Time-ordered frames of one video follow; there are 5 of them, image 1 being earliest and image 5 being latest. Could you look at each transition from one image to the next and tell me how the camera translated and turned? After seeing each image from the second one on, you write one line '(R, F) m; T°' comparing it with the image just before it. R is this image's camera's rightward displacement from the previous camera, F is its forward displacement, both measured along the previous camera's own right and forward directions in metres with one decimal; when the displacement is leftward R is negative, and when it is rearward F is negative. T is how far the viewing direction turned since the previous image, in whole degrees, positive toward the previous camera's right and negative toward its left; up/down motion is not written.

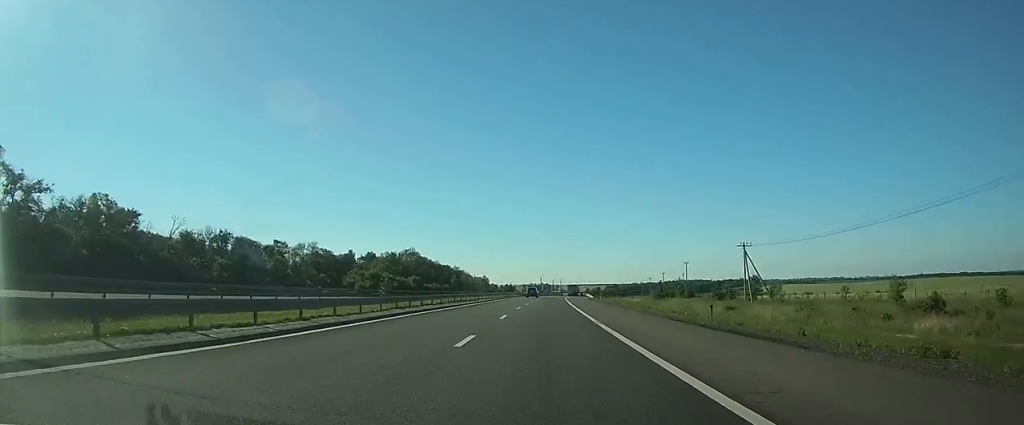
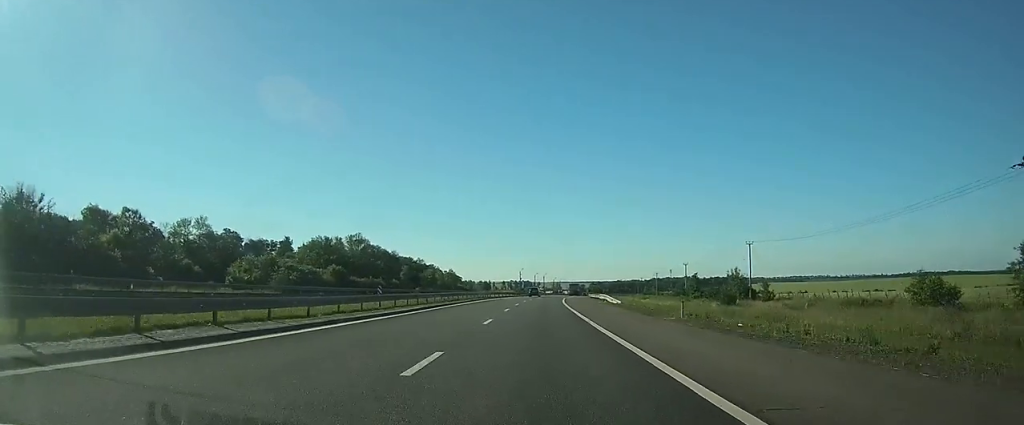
(+0.8, +52.2) m; +1°
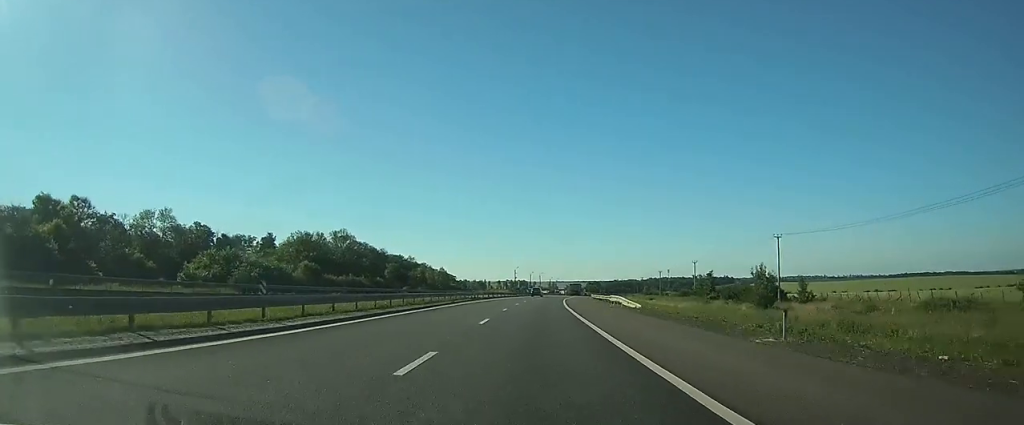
(0.0, +11.9) m; 0°
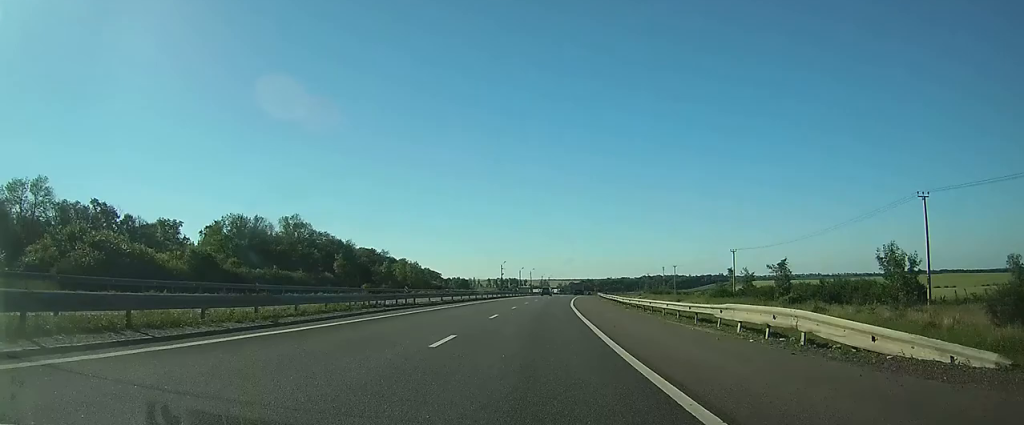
(+0.1, +32.1) m; +1°
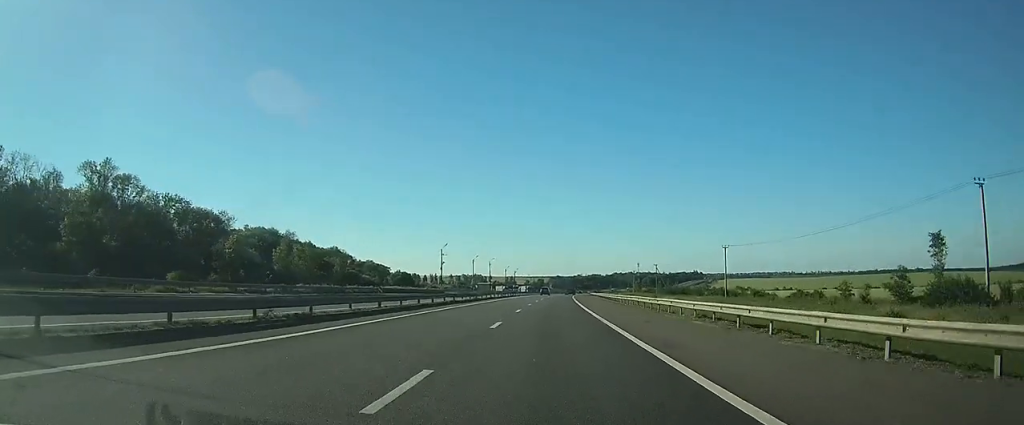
(+2.0, +66.2) m; +4°
